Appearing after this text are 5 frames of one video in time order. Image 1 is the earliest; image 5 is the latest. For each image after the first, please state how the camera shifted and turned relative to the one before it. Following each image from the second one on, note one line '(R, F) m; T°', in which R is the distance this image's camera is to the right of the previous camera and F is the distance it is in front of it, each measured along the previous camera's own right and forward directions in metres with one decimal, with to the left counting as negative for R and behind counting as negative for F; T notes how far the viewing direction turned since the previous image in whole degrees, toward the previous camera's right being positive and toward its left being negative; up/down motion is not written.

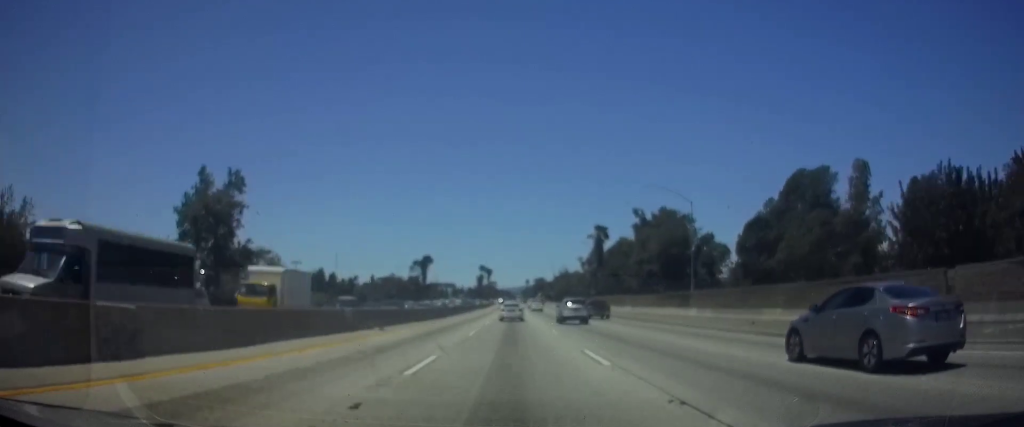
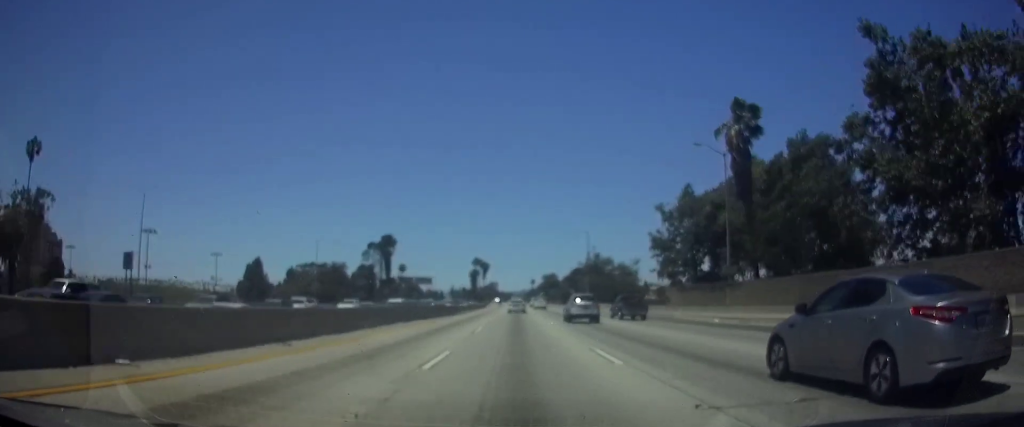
(-0.6, +73.3) m; 0°
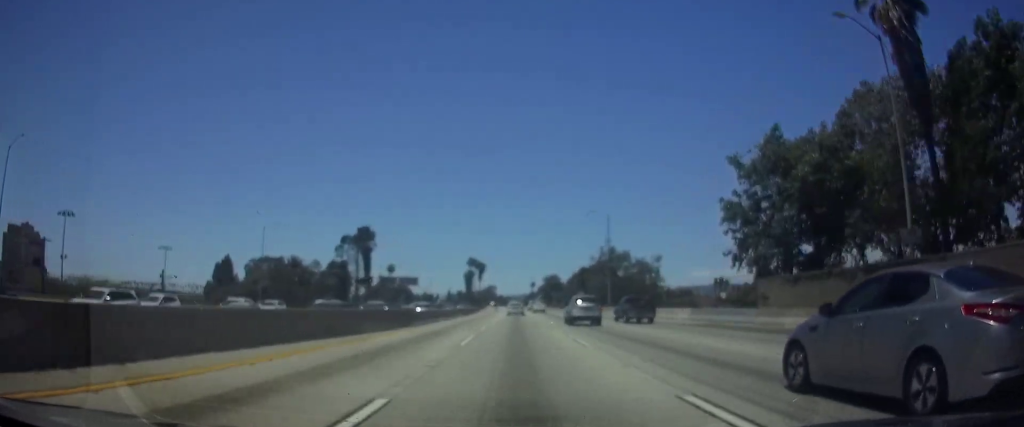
(0.0, +22.6) m; 0°
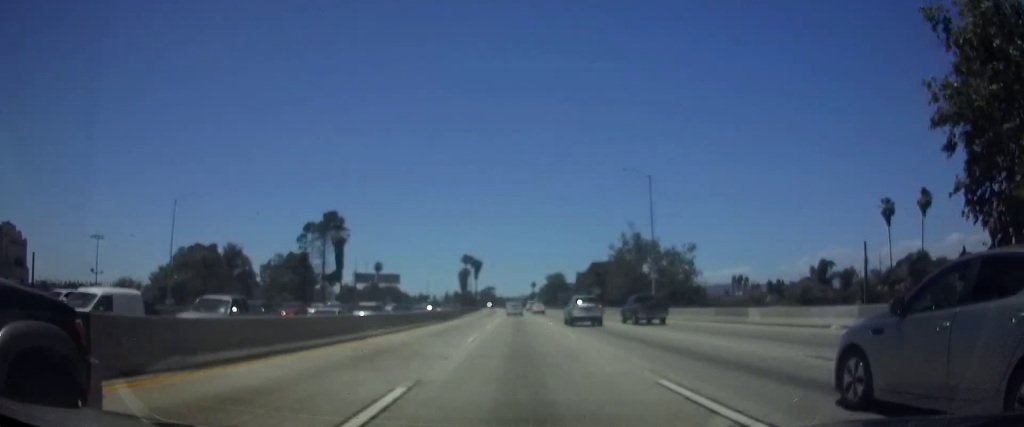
(0.0, +23.6) m; 0°
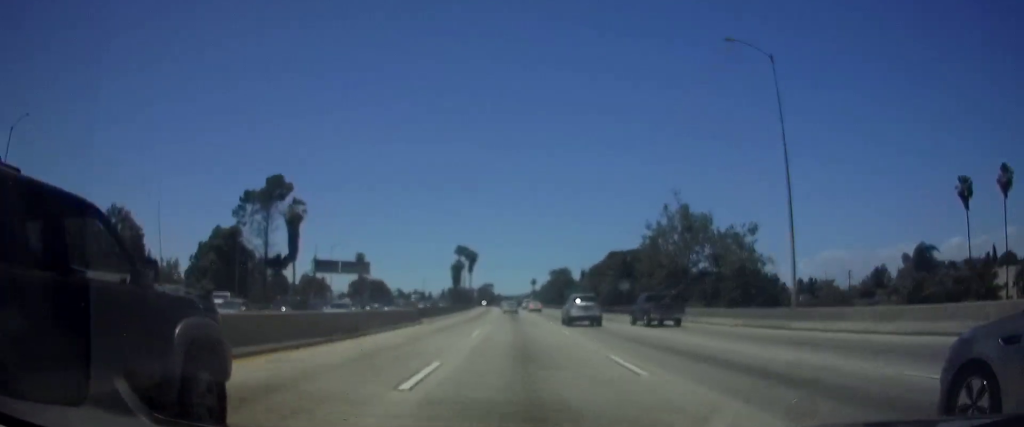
(-0.1, +26.4) m; 0°
